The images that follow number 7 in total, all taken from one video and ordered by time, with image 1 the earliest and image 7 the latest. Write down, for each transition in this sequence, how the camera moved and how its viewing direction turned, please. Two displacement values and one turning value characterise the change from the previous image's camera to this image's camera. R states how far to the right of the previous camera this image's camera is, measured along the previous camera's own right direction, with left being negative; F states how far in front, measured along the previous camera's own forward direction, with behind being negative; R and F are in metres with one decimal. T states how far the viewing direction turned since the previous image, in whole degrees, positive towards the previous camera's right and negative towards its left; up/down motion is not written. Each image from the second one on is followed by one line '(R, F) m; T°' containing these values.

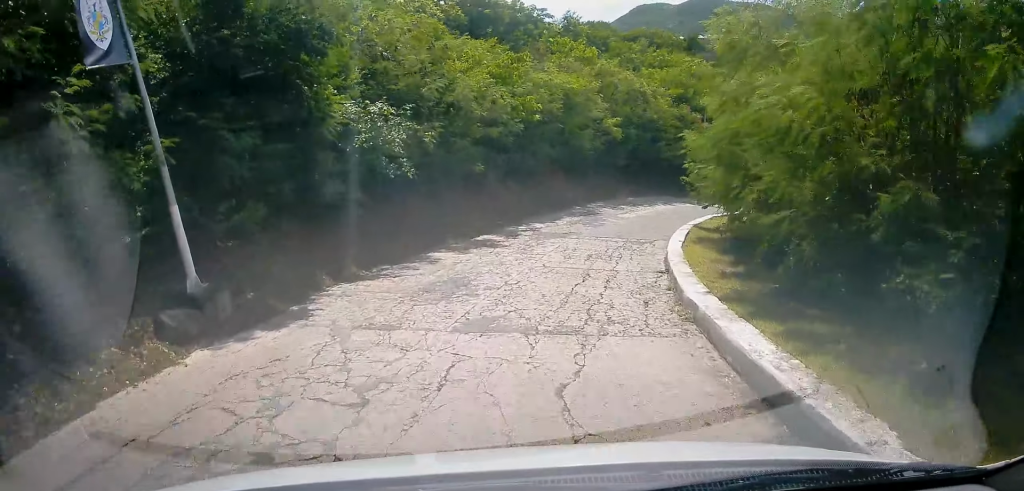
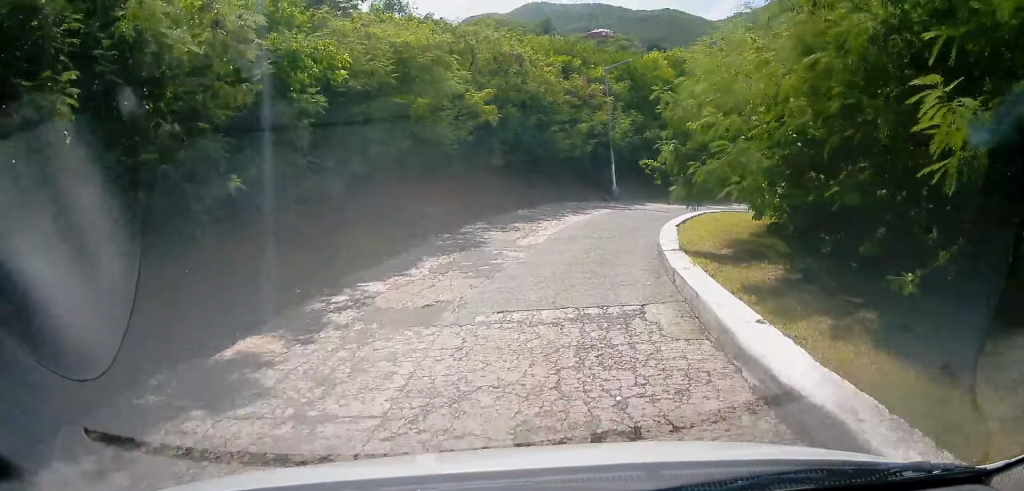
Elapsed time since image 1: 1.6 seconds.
(+1.0, +9.1) m; +10°
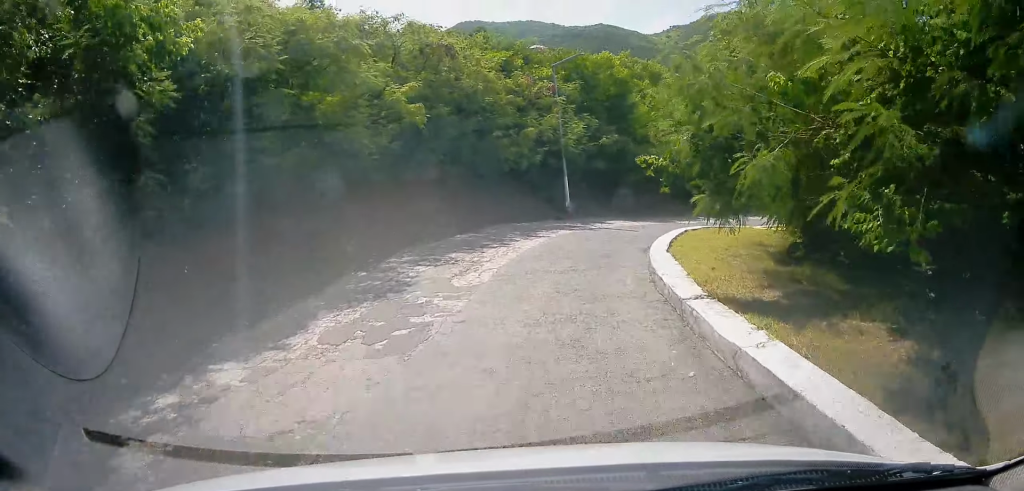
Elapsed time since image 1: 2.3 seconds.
(+0.2, +3.4) m; +6°
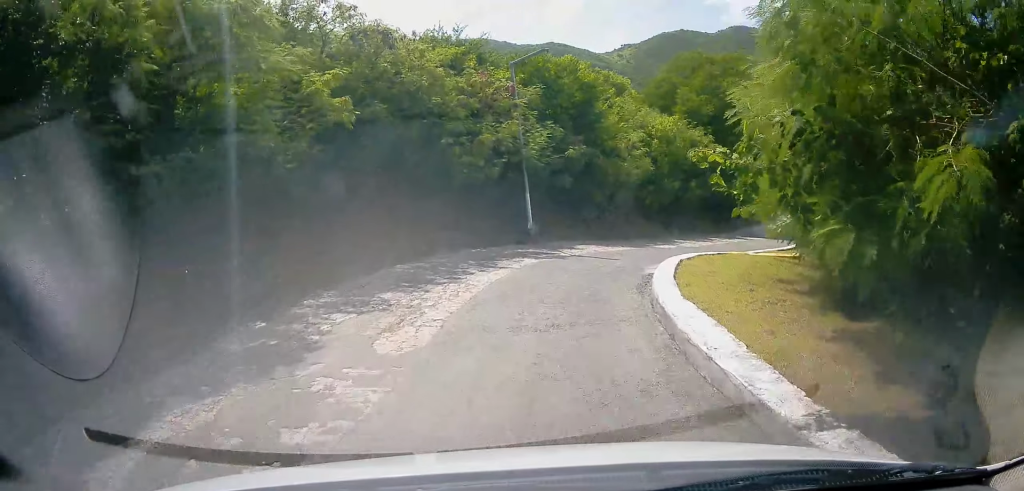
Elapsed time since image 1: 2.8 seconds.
(0.0, +3.0) m; +6°
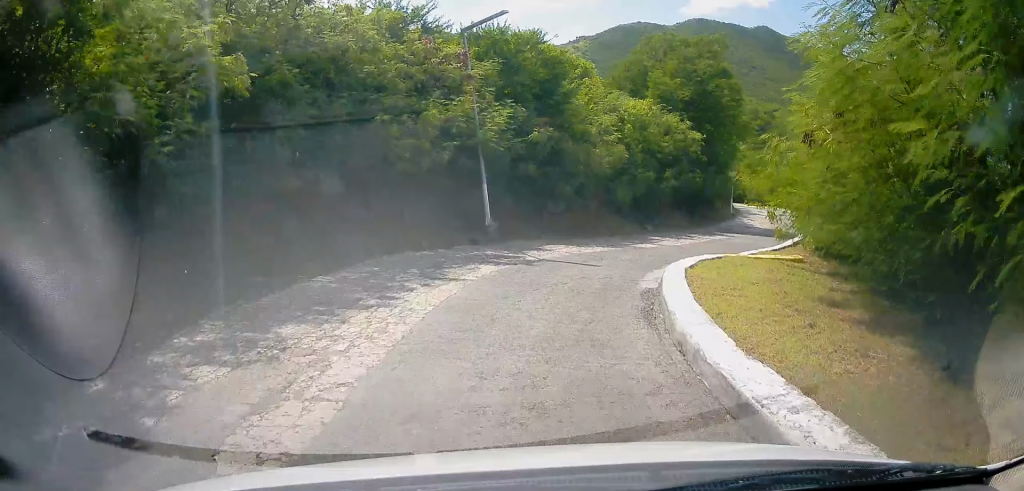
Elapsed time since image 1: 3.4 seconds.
(+0.3, +2.6) m; +7°
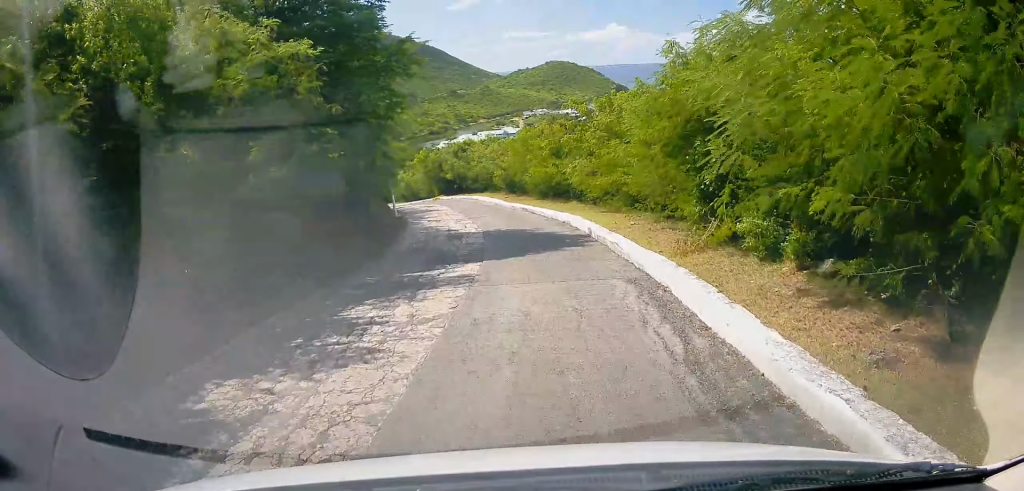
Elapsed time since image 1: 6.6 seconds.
(+4.8, +15.7) m; +30°
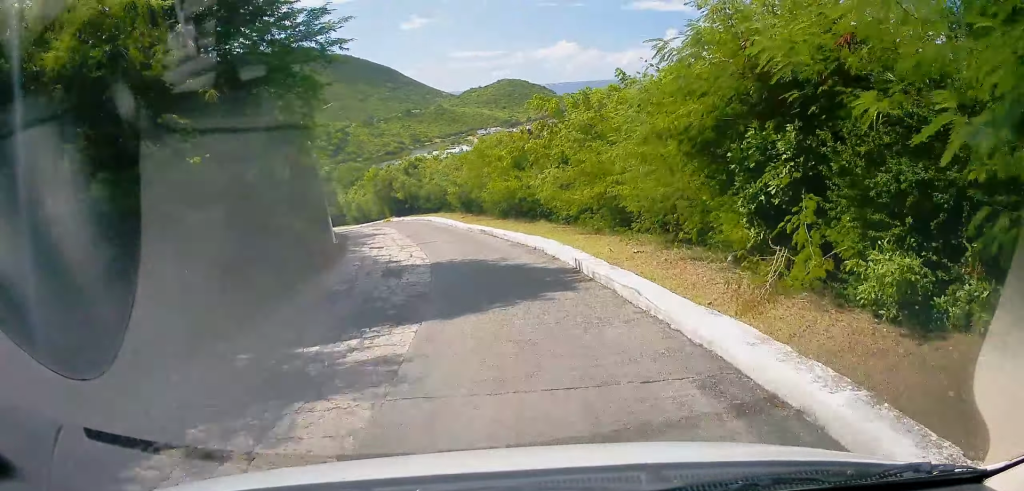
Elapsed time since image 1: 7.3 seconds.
(+0.1, +4.2) m; +3°
